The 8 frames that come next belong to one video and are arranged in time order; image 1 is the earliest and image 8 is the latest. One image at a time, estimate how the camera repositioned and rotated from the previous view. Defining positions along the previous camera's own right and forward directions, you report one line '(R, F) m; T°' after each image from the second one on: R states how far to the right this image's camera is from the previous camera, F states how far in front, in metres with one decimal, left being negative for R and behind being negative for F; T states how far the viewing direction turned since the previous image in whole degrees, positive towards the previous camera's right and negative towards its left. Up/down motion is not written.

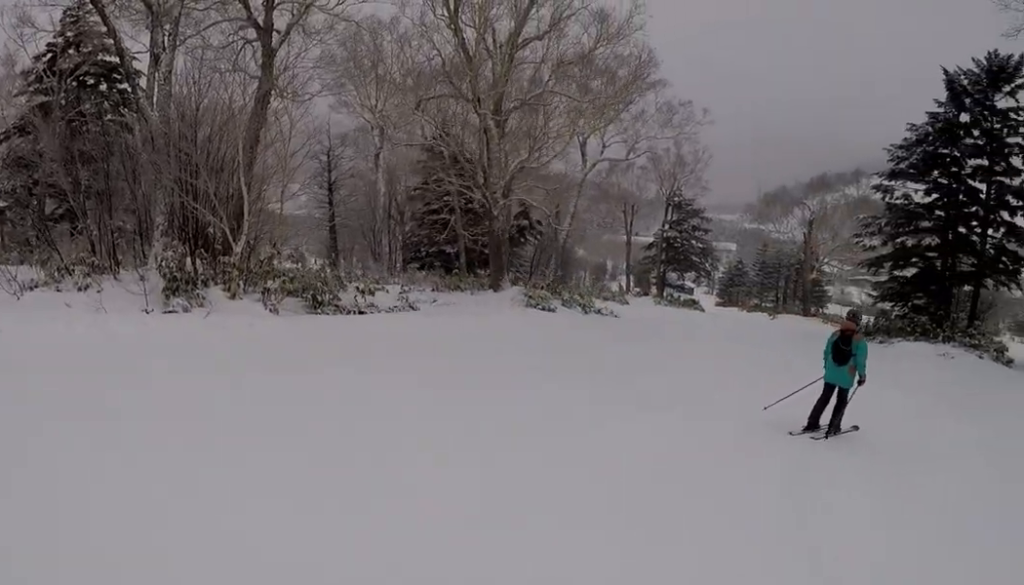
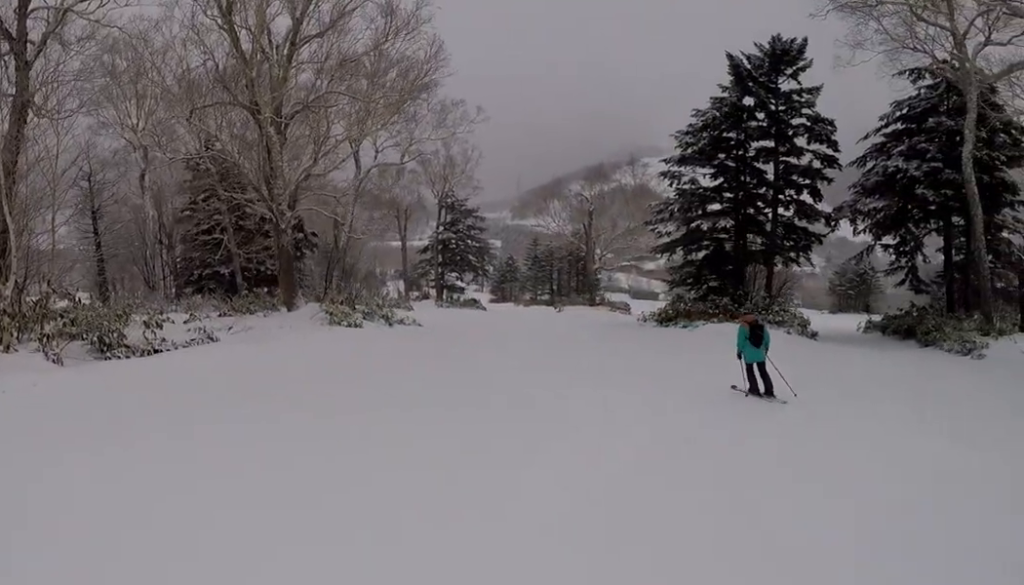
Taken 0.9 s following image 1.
(0.0, +3.2) m; +14°
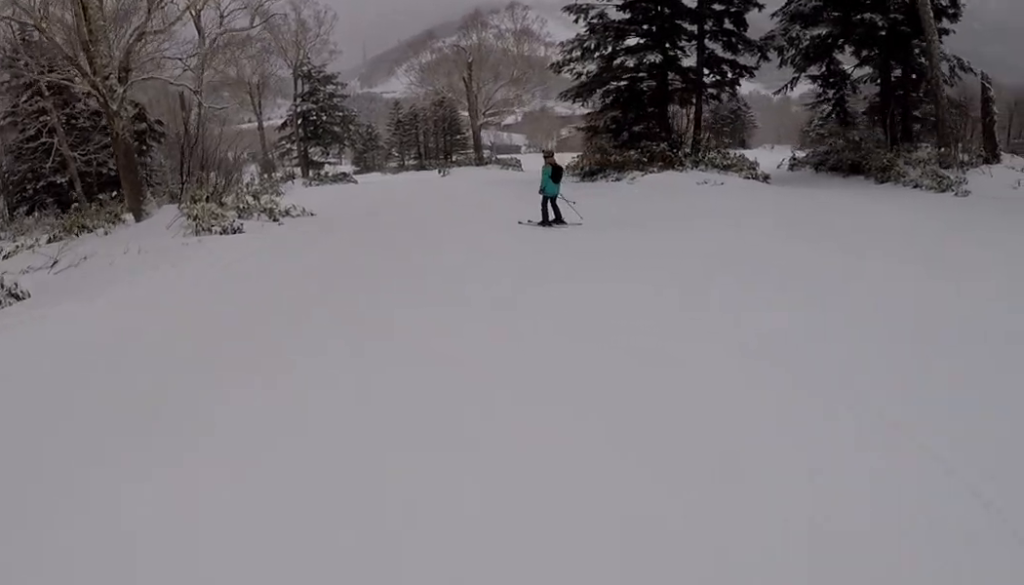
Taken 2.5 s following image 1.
(+2.9, +5.9) m; +46°
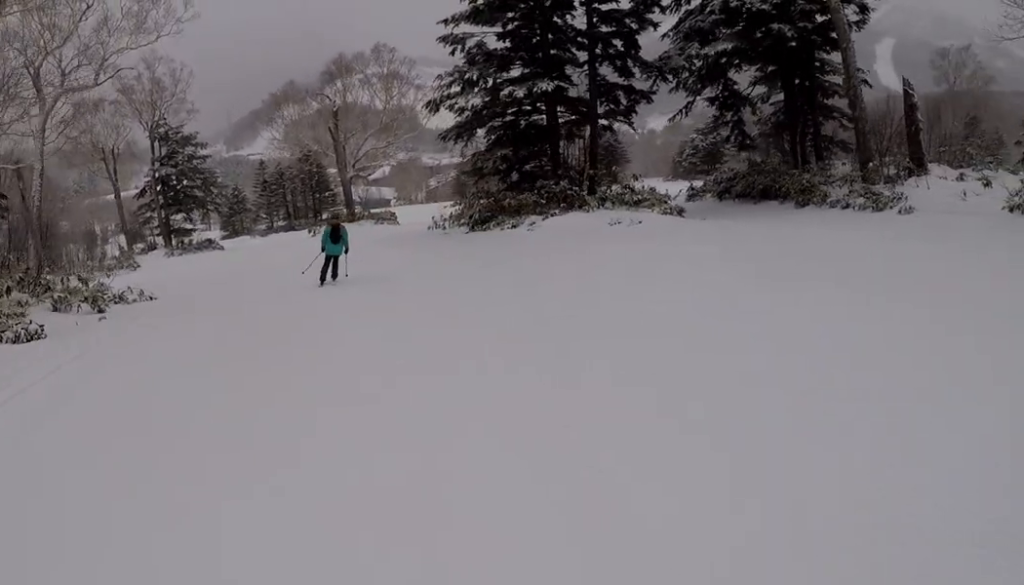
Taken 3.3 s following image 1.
(+0.6, +4.3) m; -9°
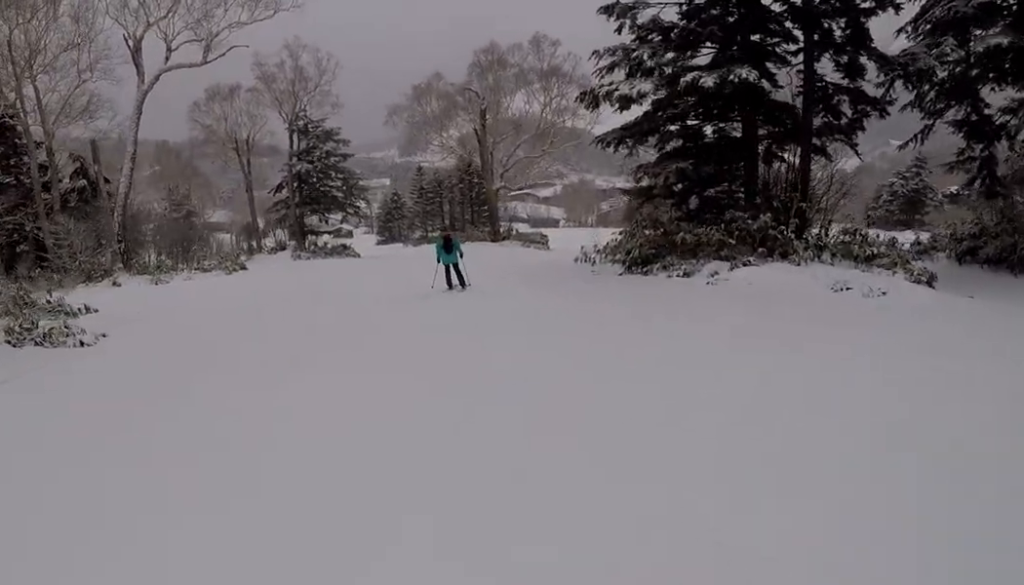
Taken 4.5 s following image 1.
(-1.8, +6.6) m; -21°
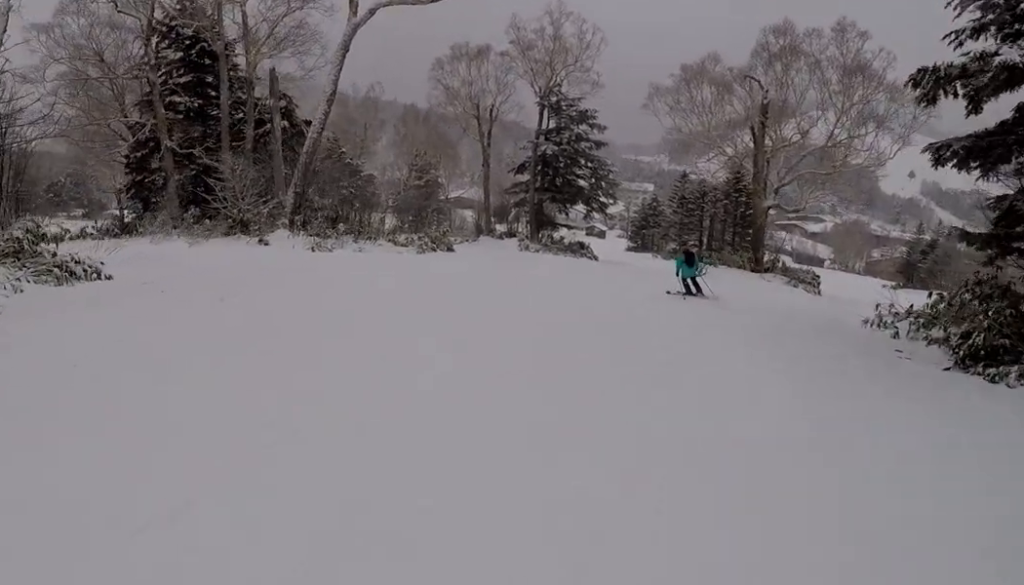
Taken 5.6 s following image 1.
(-0.3, +5.8) m; -12°
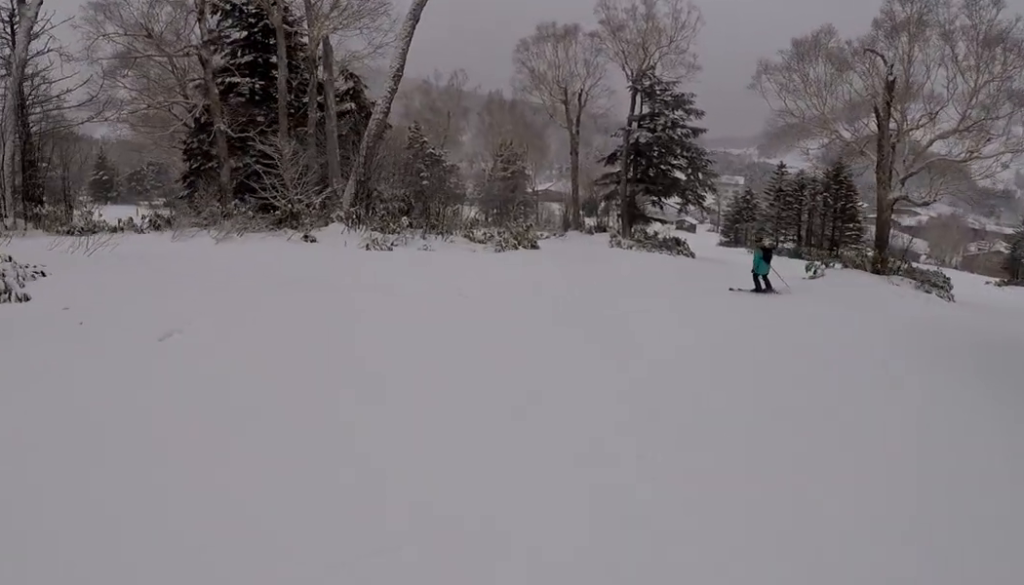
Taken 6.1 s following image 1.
(-0.8, +3.2) m; +1°
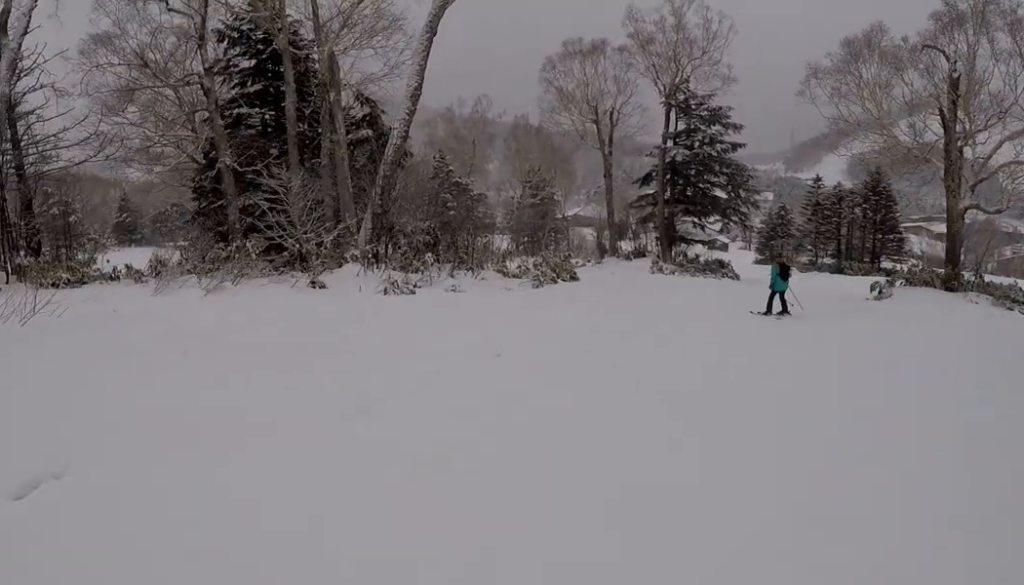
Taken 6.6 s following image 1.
(-0.2, +2.5) m; +4°
